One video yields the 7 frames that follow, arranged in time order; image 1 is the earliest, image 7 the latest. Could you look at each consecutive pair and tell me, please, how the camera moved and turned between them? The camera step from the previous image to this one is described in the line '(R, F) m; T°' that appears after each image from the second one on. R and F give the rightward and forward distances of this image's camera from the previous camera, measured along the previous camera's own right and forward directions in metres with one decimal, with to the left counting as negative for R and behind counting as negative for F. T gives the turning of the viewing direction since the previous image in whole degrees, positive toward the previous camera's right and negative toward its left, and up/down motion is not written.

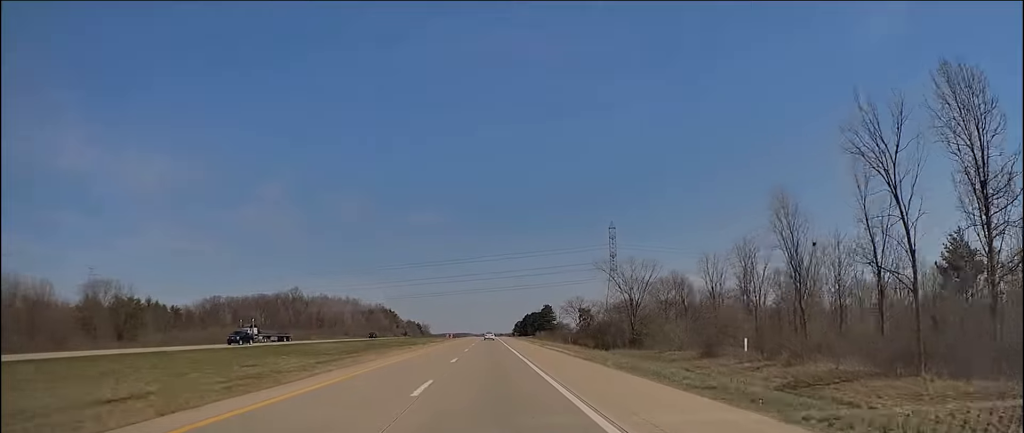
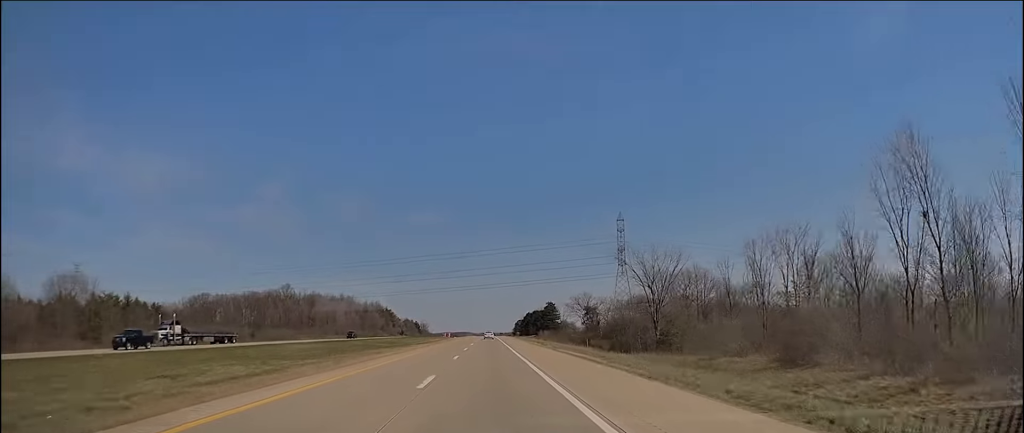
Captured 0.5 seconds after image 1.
(0.0, +13.5) m; 0°
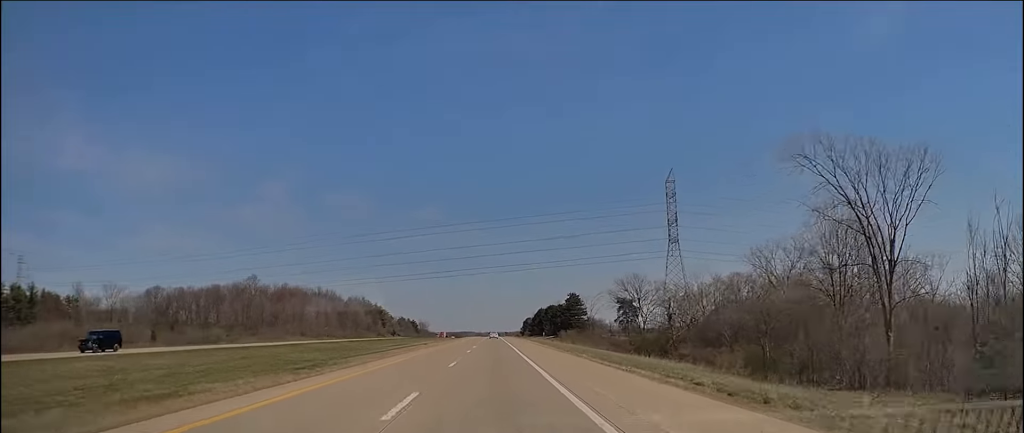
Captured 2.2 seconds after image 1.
(+0.8, +51.0) m; +2°
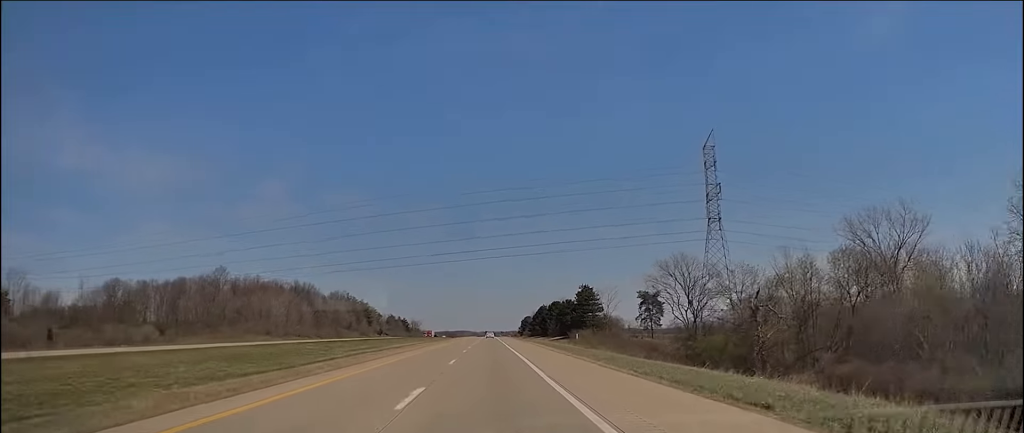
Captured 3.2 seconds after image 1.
(-0.4, +28.8) m; -1°
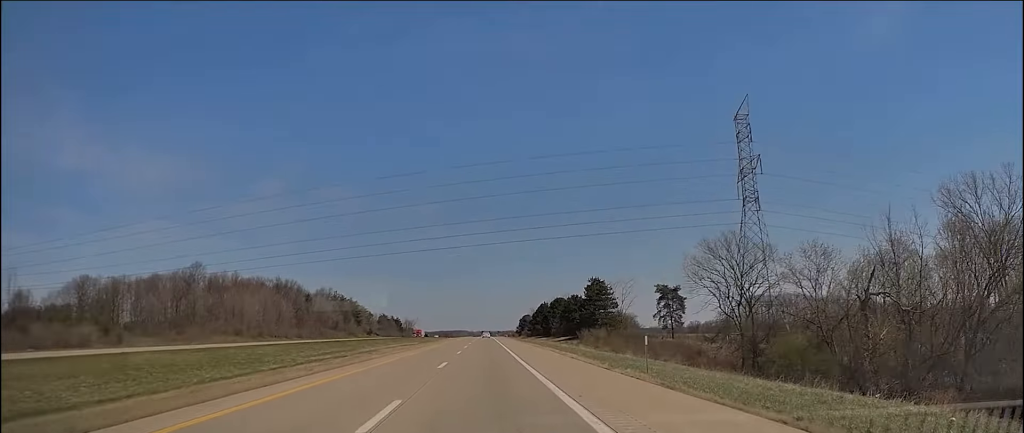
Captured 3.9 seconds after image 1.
(+0.1, +18.3) m; 0°
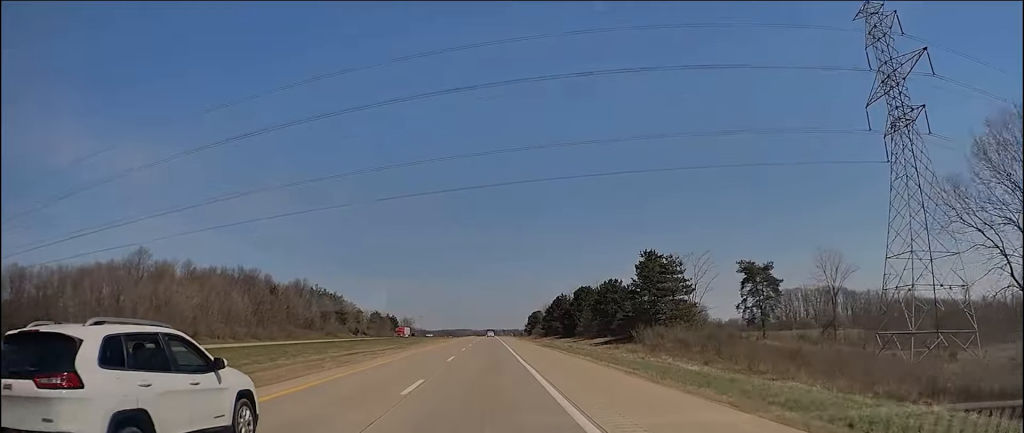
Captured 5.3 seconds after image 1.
(-0.1, +40.5) m; 0°
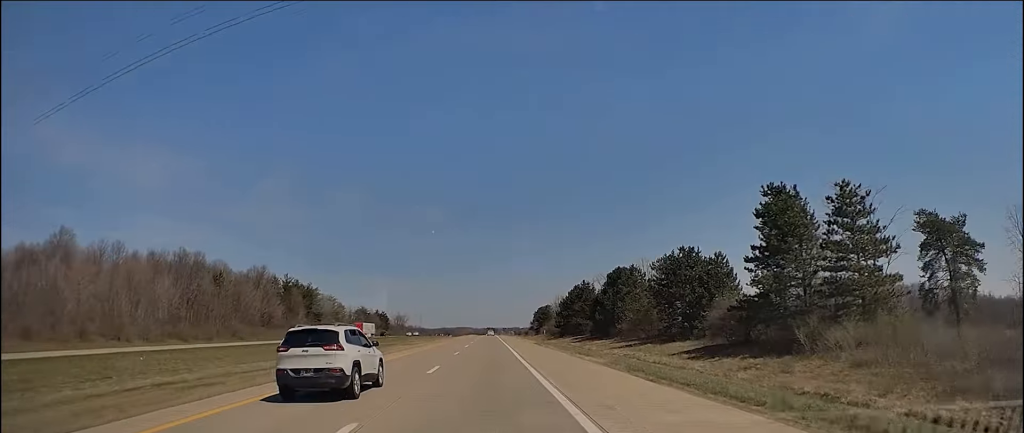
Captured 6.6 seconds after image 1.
(+0.1, +39.5) m; +1°
